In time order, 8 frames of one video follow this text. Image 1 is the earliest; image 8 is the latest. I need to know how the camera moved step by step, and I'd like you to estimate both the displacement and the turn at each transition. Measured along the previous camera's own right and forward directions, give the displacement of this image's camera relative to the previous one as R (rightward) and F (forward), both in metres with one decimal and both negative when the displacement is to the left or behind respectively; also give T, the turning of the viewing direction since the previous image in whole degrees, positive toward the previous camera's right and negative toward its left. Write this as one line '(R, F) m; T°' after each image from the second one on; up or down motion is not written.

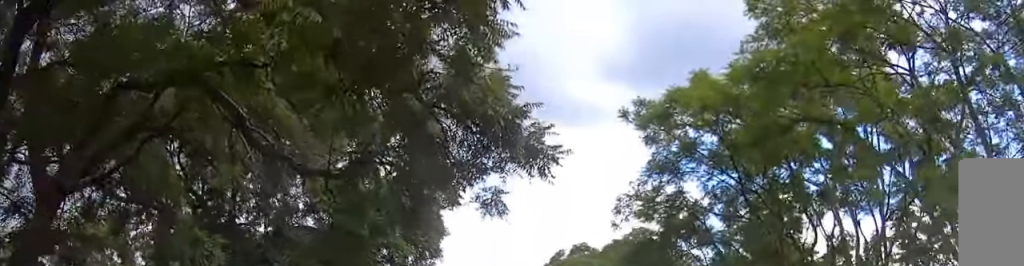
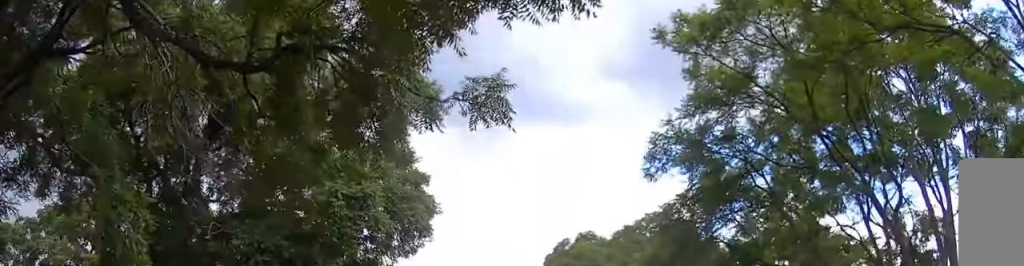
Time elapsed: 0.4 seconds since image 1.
(-0.1, +4.8) m; 0°
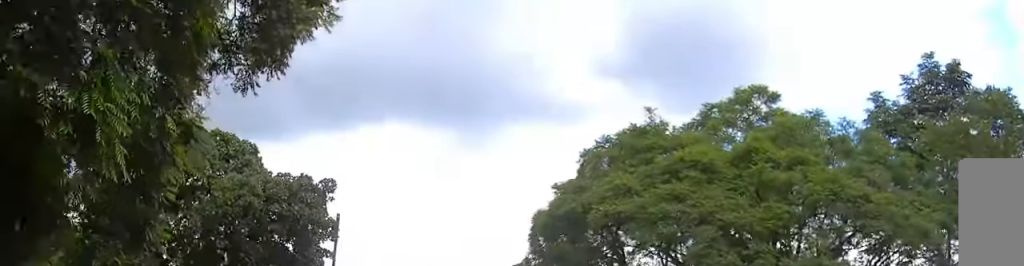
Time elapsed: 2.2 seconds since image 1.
(+0.3, +19.3) m; +1°
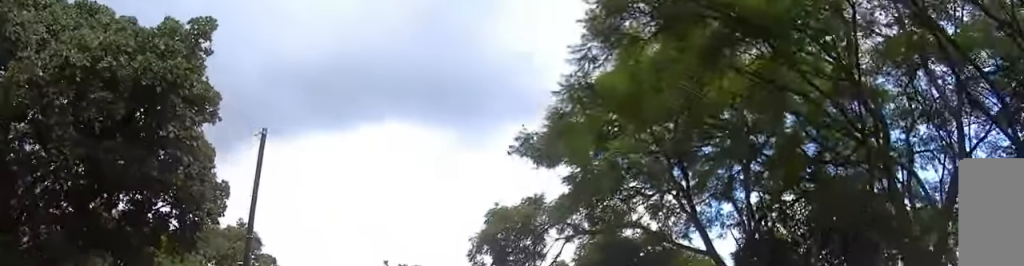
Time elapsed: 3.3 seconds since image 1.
(0.0, +12.1) m; -1°
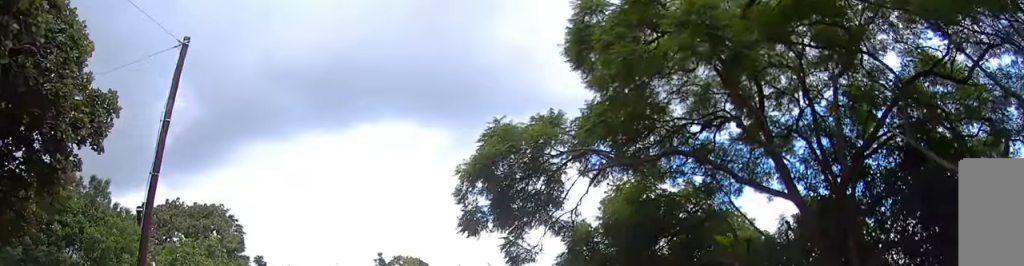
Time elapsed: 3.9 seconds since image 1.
(0.0, +7.1) m; 0°
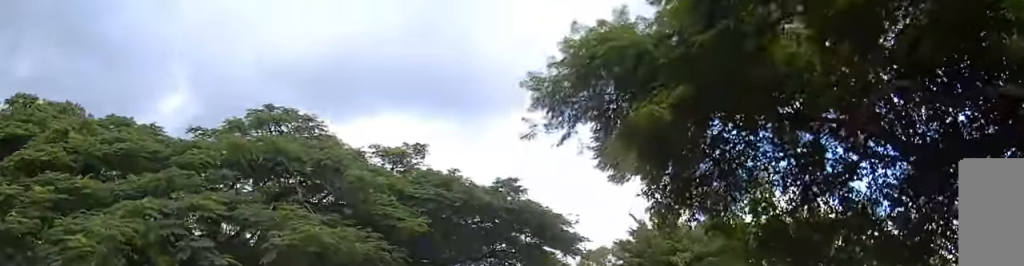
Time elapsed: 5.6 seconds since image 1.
(0.0, +18.6) m; 0°
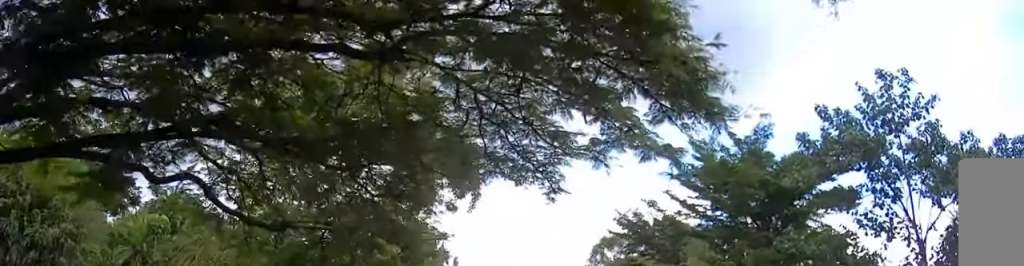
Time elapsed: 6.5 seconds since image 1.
(-0.1, +11.1) m; -1°
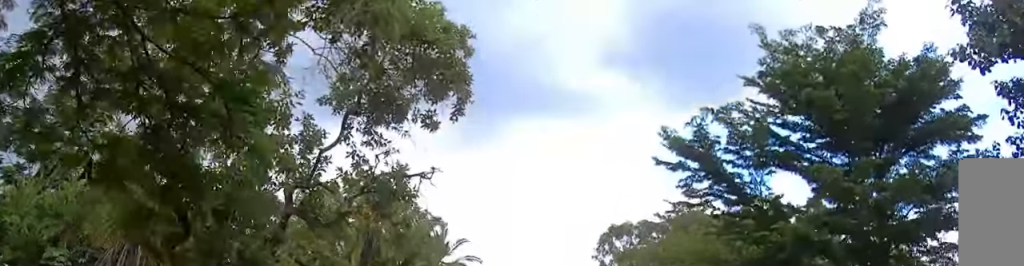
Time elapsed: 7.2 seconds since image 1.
(0.0, +7.9) m; 0°
